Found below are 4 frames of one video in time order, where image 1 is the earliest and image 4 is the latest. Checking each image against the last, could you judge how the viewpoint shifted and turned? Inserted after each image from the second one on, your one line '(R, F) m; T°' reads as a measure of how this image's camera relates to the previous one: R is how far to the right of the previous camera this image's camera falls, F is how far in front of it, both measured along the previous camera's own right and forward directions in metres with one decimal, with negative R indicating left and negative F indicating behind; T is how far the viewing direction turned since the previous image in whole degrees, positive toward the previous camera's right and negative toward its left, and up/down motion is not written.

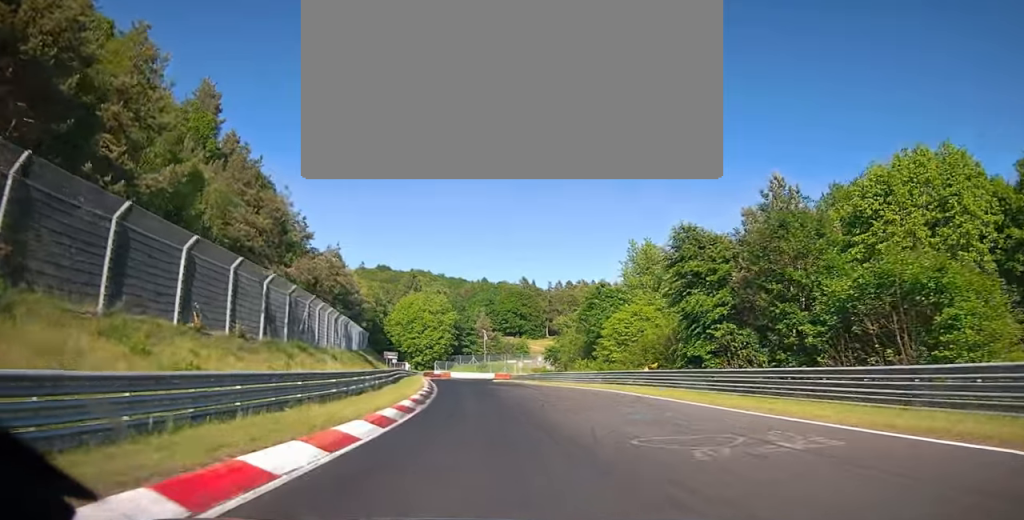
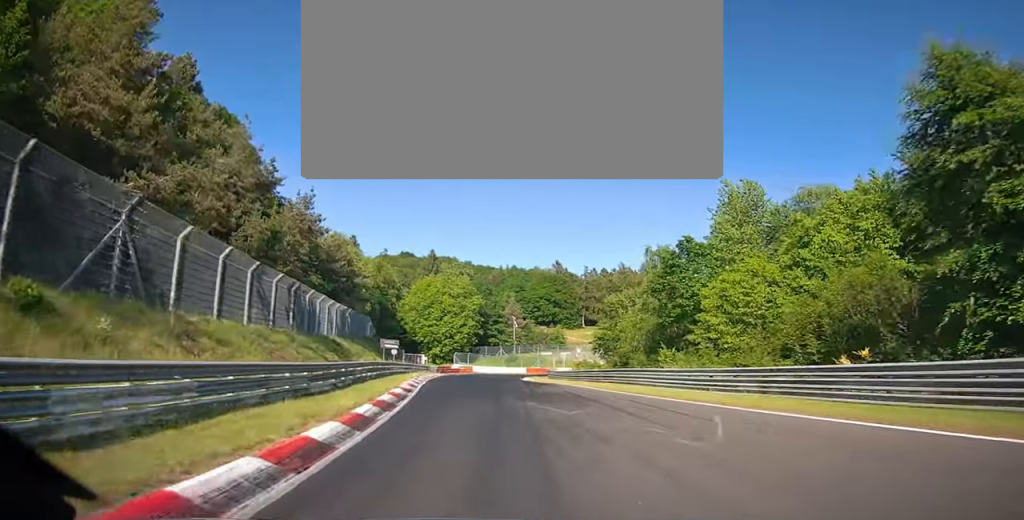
(-0.2, +19.1) m; -2°
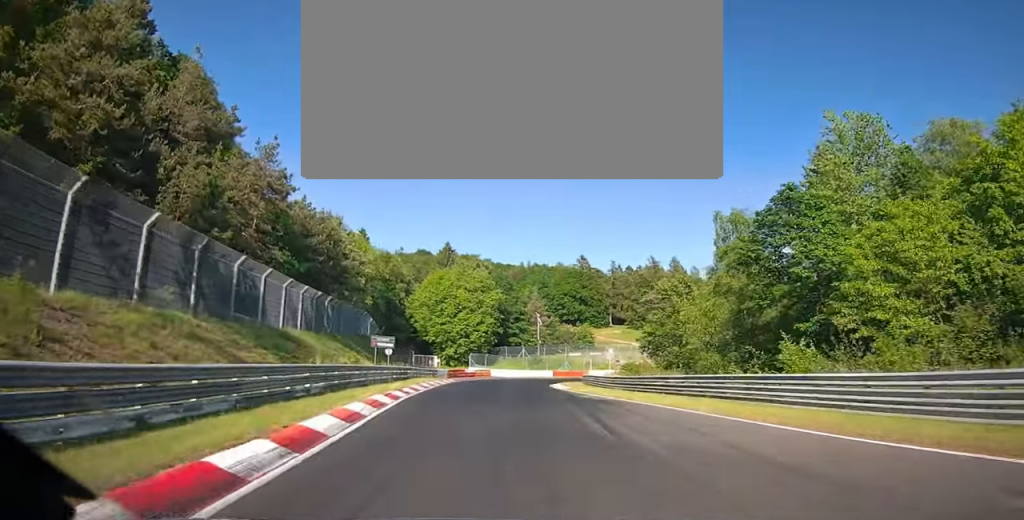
(-0.3, +12.7) m; -1°
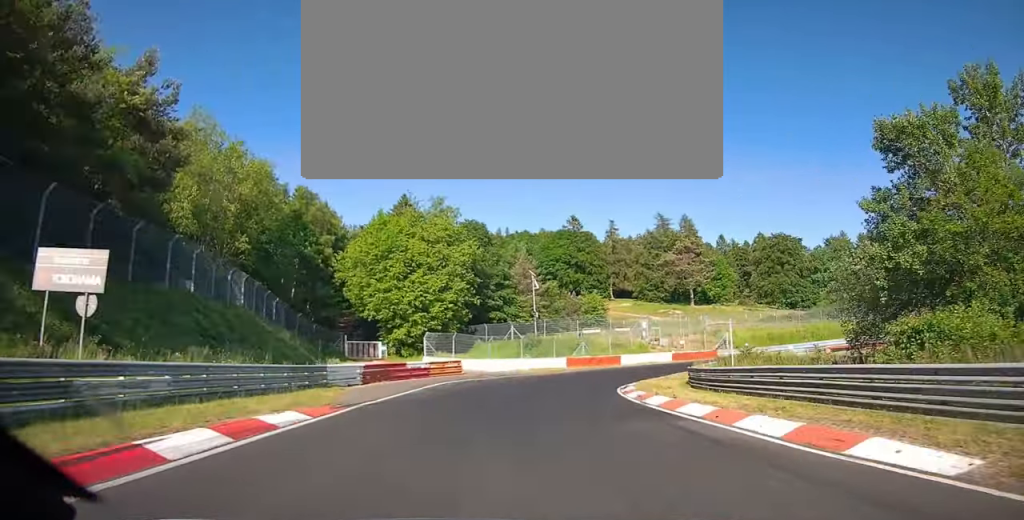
(-0.9, +33.8) m; +4°
